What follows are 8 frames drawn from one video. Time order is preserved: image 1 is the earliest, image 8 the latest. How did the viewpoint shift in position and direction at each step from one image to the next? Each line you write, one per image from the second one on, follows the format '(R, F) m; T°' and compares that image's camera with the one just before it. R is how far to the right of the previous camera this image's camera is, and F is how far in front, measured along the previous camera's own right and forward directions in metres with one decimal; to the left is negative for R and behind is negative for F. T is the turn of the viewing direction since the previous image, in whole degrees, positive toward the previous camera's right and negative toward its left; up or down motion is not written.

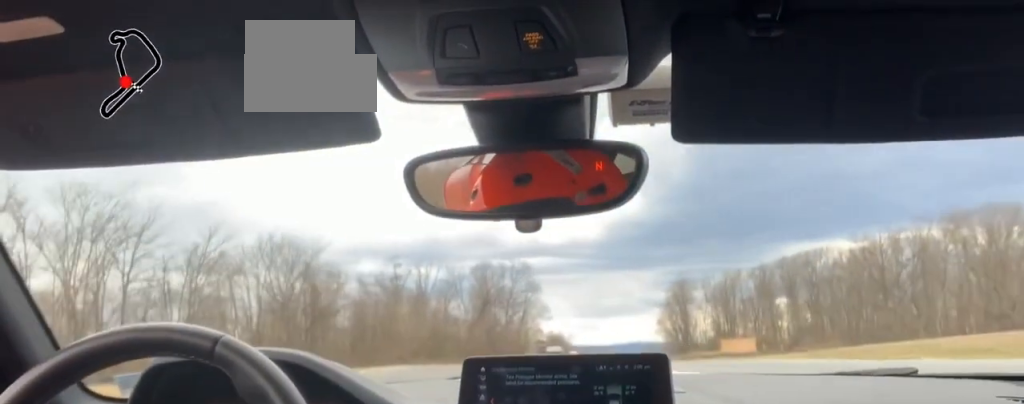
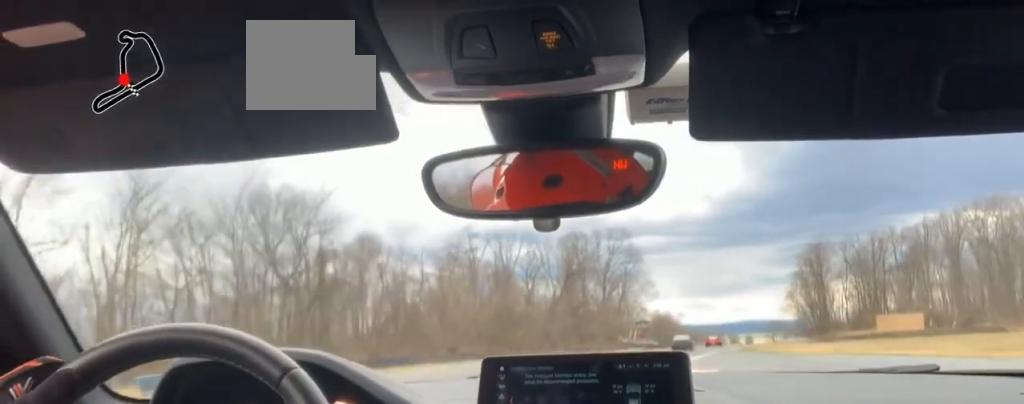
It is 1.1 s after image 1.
(-4.5, +34.5) m; -11°
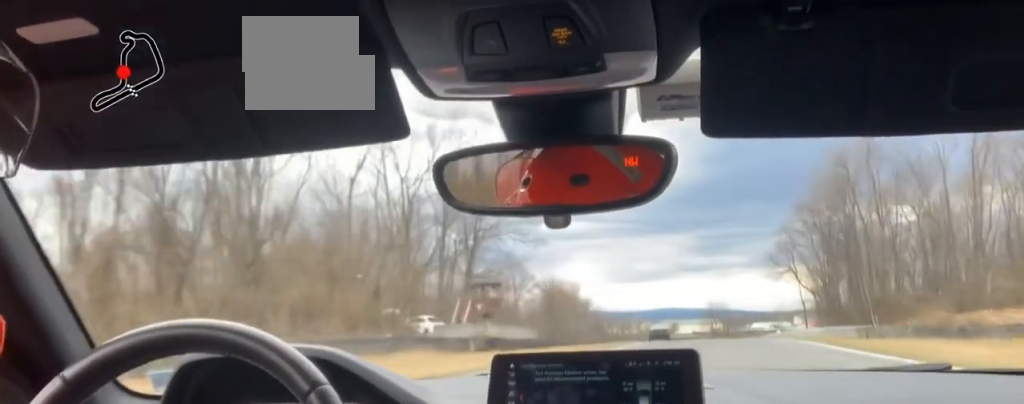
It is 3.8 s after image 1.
(+1.1, +100.4) m; +3°
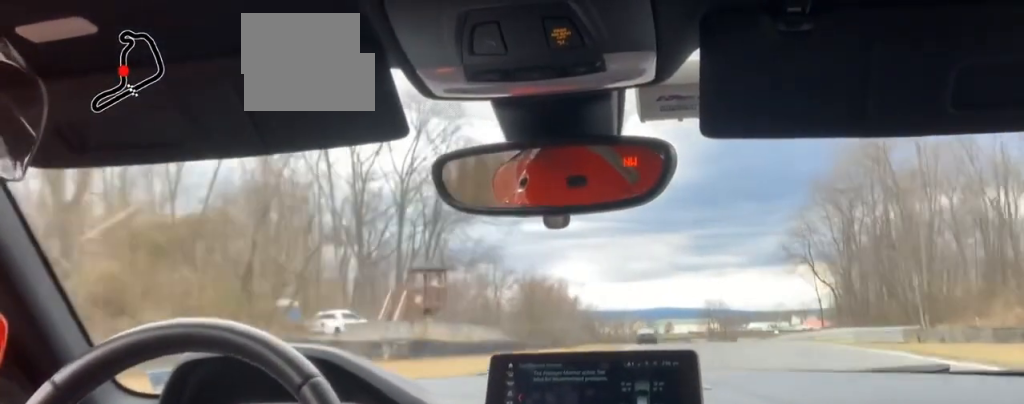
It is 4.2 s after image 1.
(0.0, +16.8) m; 0°
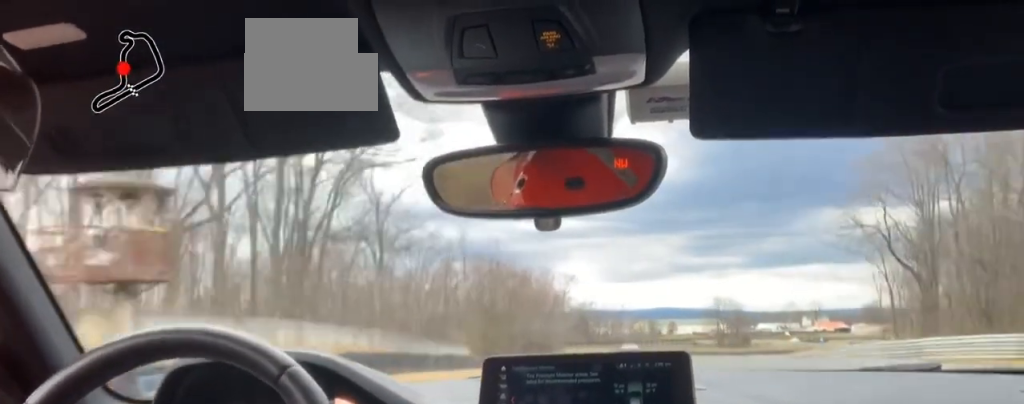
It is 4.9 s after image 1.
(+0.2, +32.5) m; 0°
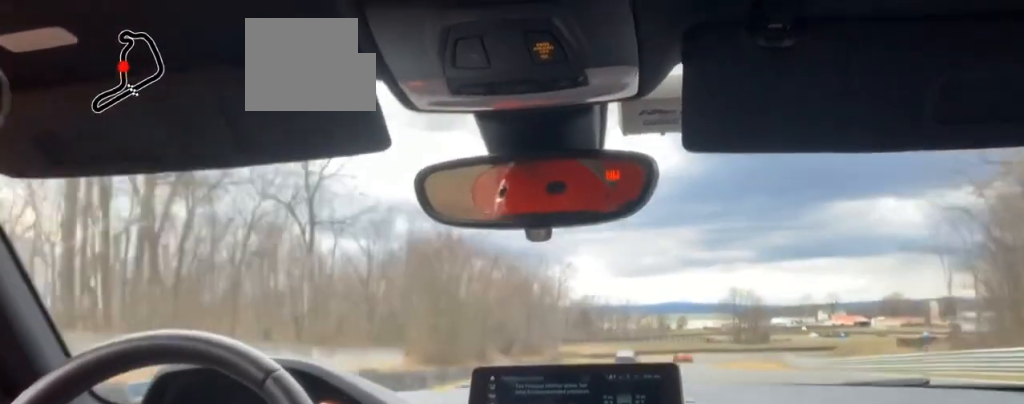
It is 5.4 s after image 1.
(-0.1, +24.0) m; 0°
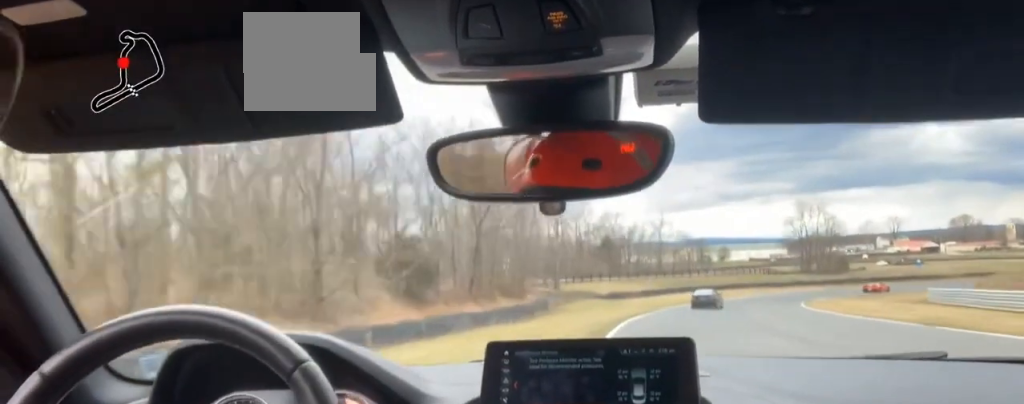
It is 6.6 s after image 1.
(-0.6, +51.5) m; +4°
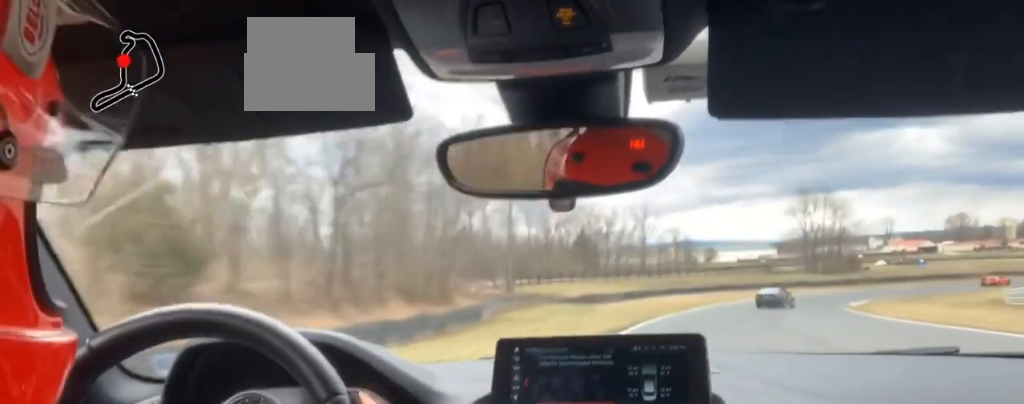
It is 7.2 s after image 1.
(-1.8, +26.9) m; +7°
